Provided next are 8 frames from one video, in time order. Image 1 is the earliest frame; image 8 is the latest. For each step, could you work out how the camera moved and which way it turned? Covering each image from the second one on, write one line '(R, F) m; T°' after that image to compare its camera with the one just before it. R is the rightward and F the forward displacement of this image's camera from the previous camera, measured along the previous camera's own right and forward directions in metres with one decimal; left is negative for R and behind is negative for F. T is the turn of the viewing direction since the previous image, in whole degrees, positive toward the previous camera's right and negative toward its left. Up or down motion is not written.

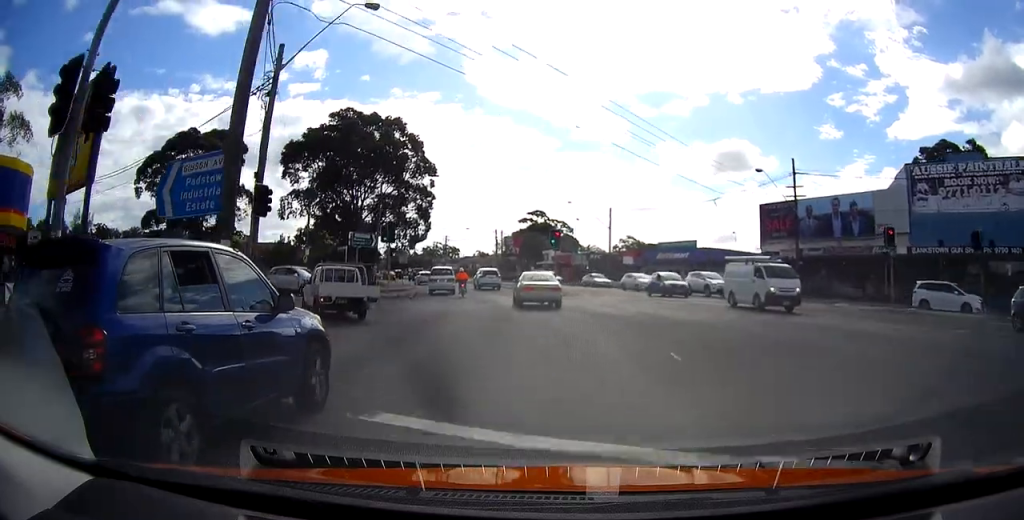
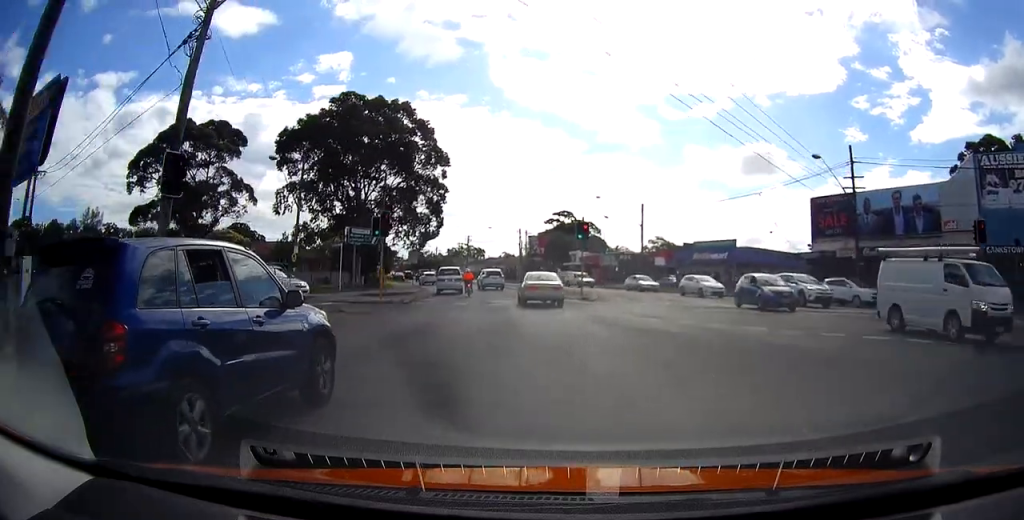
(-0.1, +6.6) m; -2°
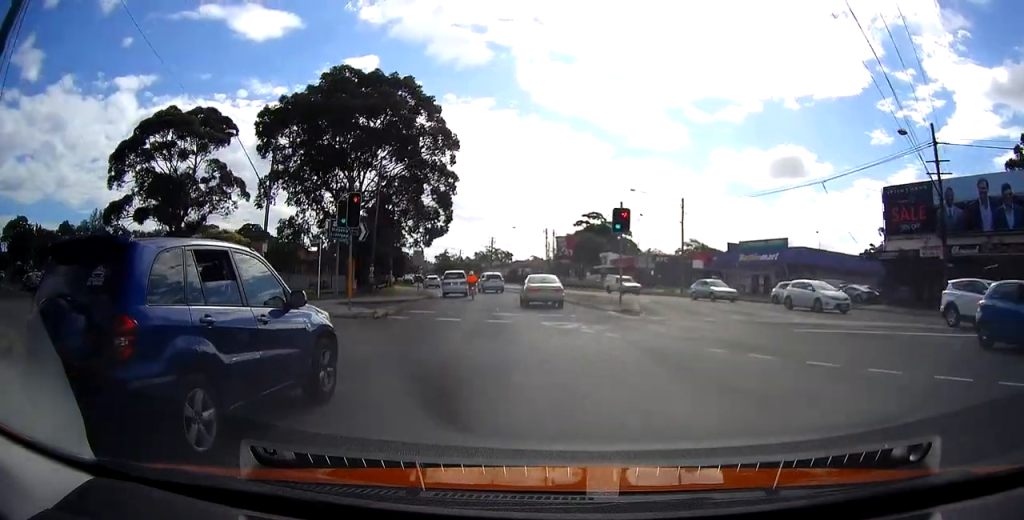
(-0.2, +8.3) m; -3°
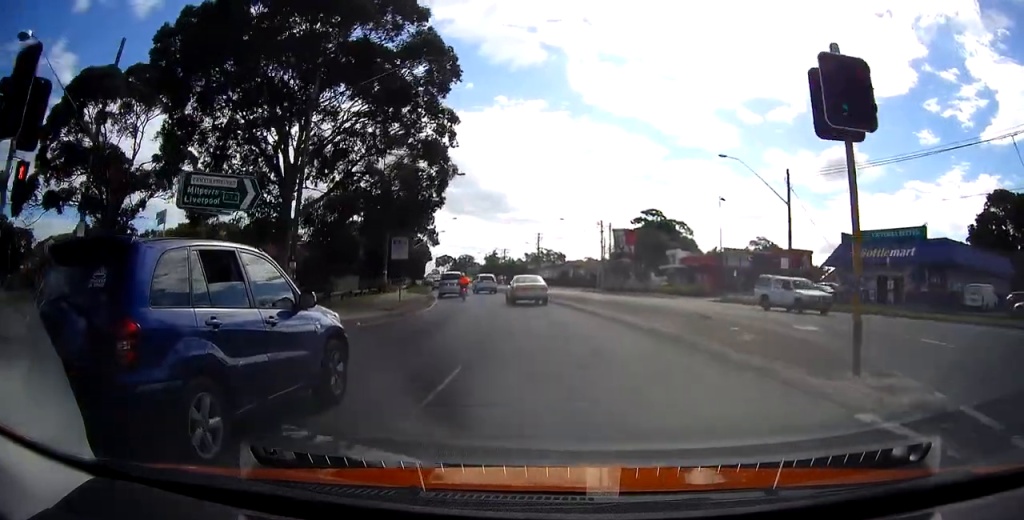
(-1.0, +18.3) m; -5°
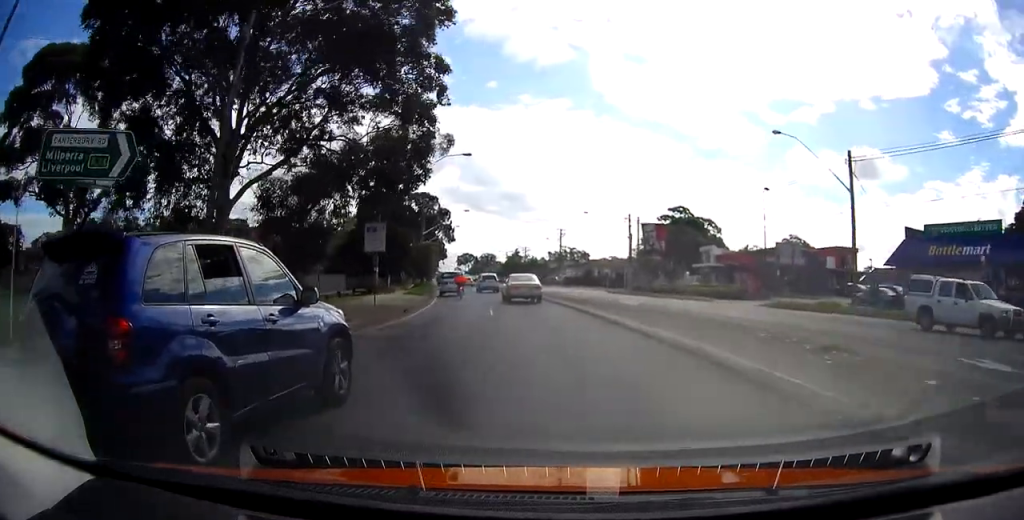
(0.0, +7.6) m; -2°
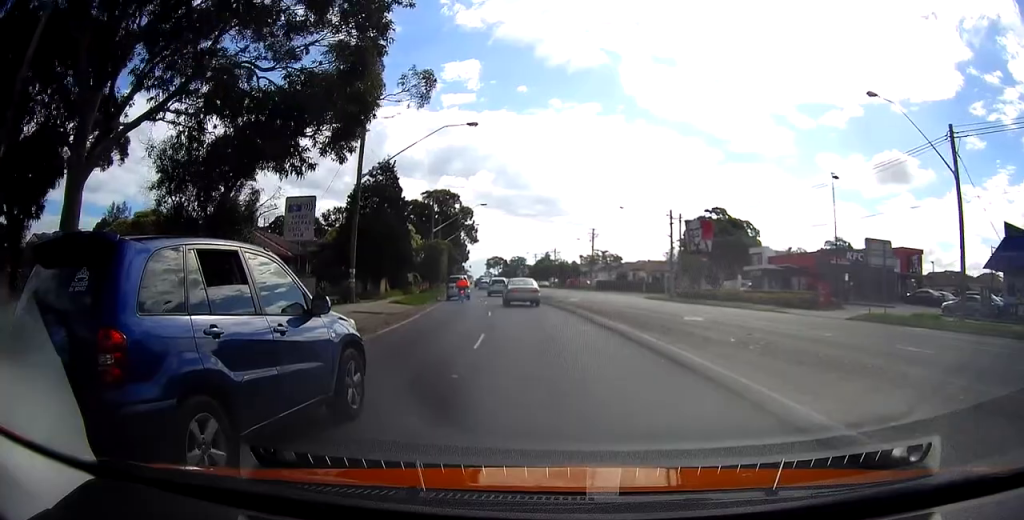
(-0.2, +9.6) m; -4°
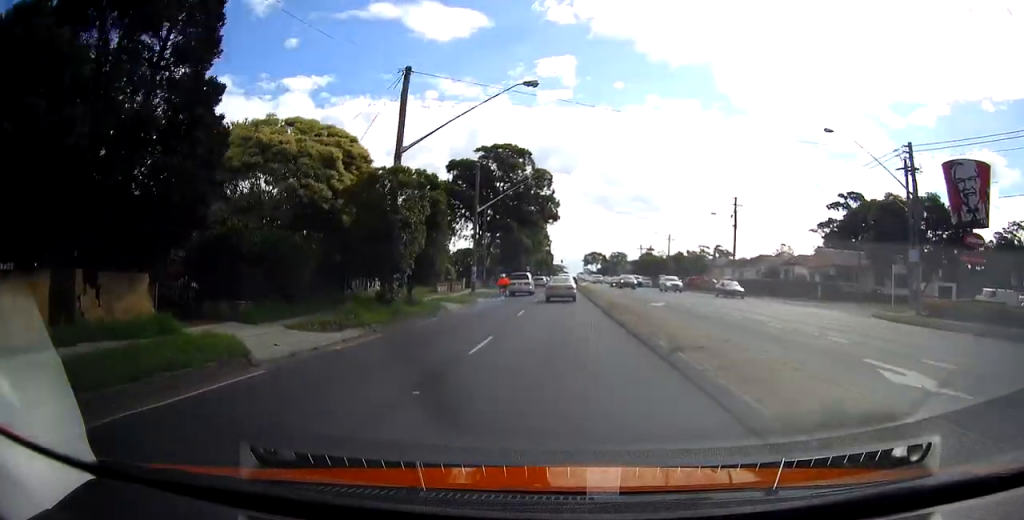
(-2.9, +35.7) m; -6°
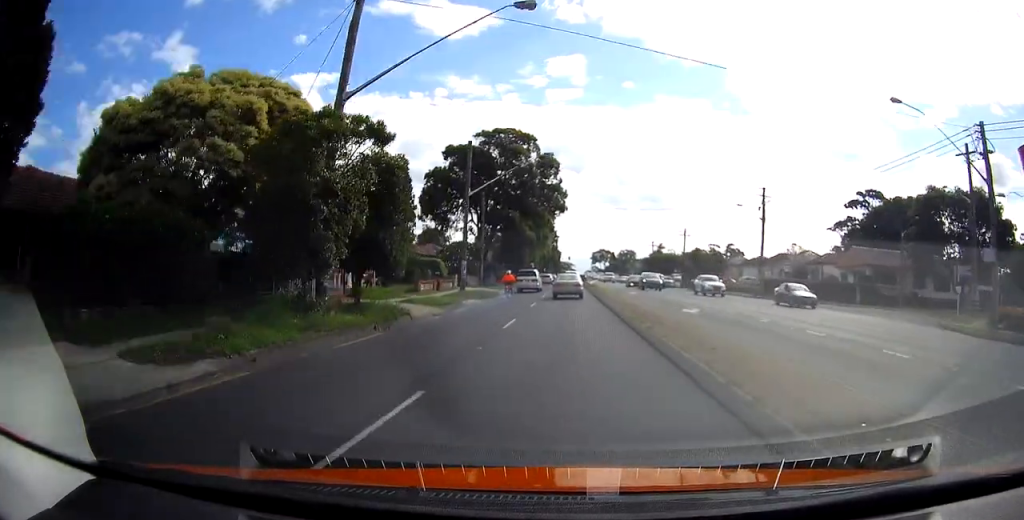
(-0.2, +6.9) m; 0°
